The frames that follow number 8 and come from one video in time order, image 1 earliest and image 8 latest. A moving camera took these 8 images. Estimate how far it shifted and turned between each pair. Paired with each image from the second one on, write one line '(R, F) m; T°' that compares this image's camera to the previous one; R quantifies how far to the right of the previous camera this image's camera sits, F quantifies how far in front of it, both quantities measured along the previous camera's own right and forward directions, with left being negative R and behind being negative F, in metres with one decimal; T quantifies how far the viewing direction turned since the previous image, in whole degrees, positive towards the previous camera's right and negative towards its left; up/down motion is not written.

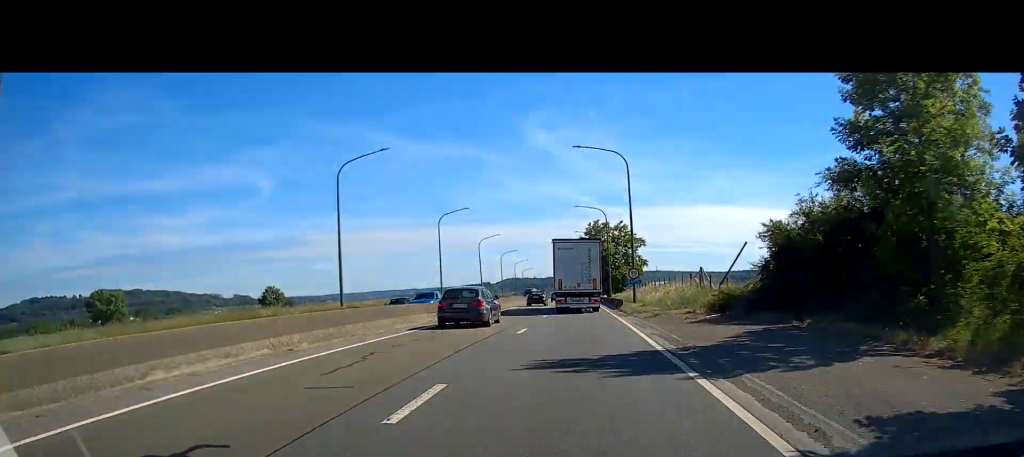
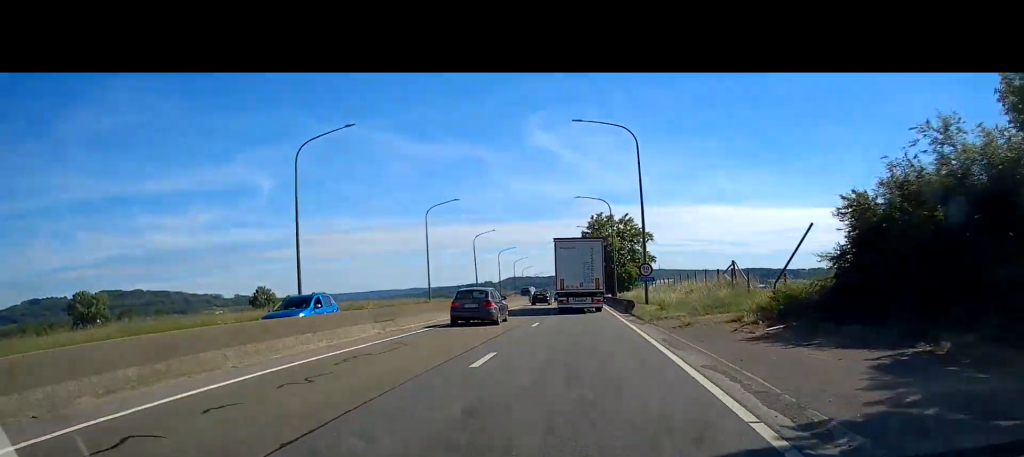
(0.0, +7.9) m; 0°
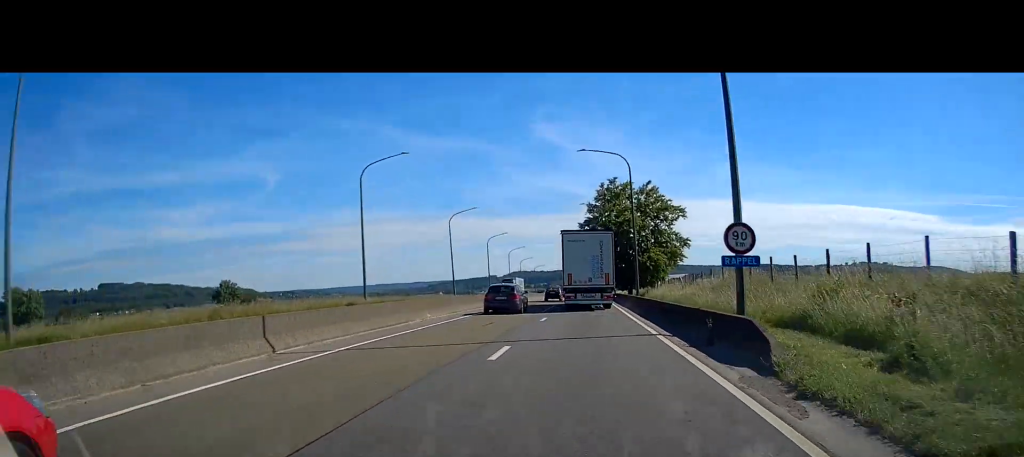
(-0.1, +24.1) m; 0°
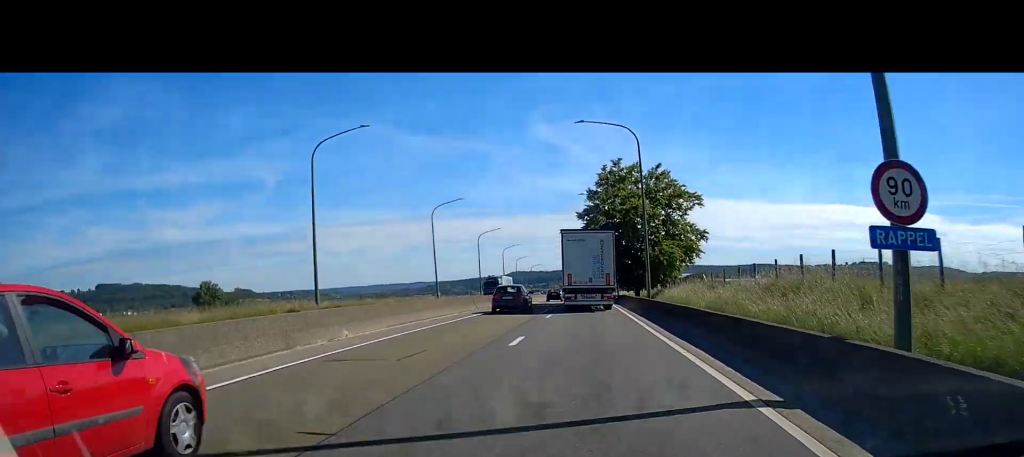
(0.0, +9.6) m; 0°
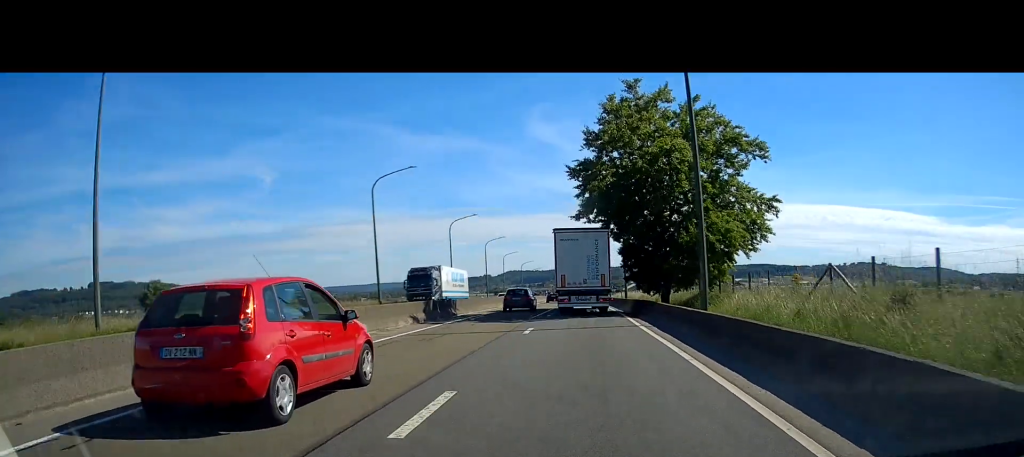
(0.0, +21.1) m; 0°
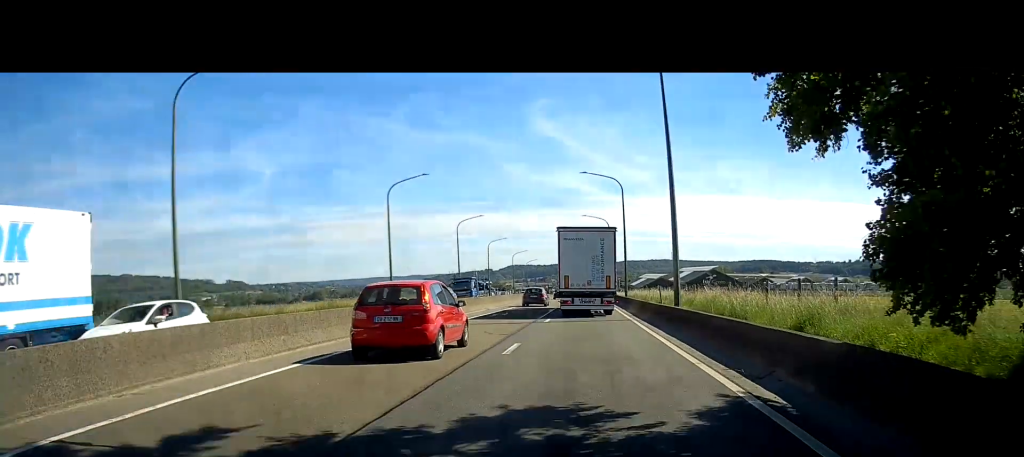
(+0.3, +30.2) m; +1°
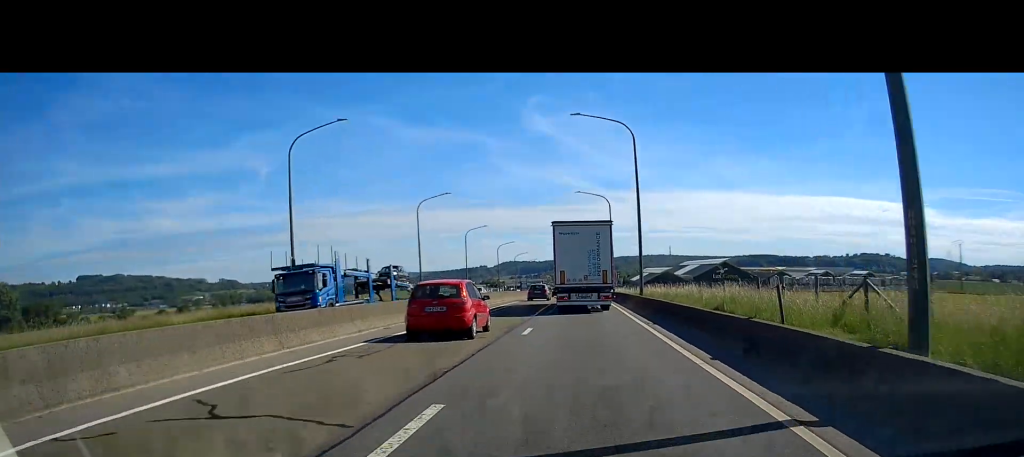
(0.0, +20.4) m; 0°
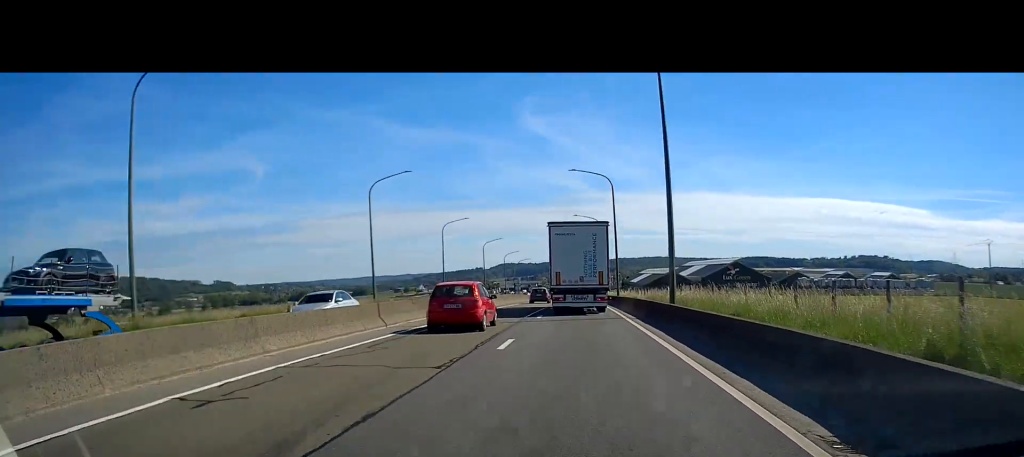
(0.0, +15.9) m; 0°
